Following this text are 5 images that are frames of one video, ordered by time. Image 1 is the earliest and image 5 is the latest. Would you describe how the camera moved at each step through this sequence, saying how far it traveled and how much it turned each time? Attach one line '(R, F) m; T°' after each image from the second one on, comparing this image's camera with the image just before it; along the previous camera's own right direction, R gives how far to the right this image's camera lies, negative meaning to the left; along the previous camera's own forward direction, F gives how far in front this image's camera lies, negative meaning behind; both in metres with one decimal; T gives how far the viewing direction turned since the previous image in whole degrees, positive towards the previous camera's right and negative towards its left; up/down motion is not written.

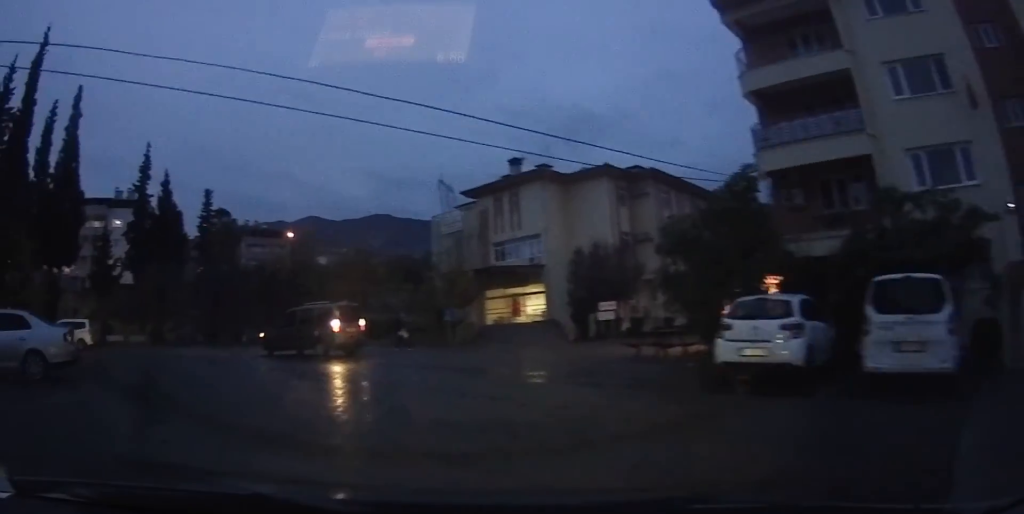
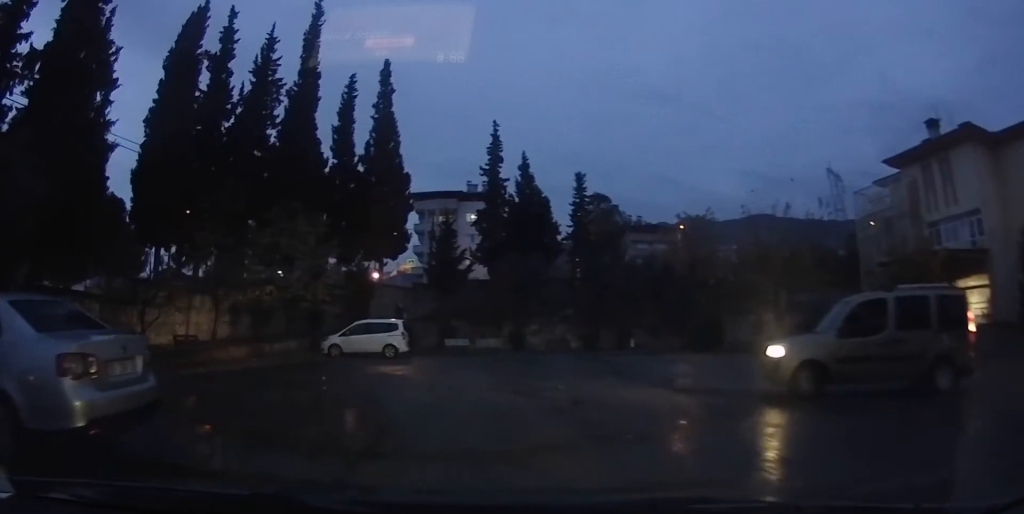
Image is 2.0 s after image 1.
(-2.8, +7.8) m; -33°
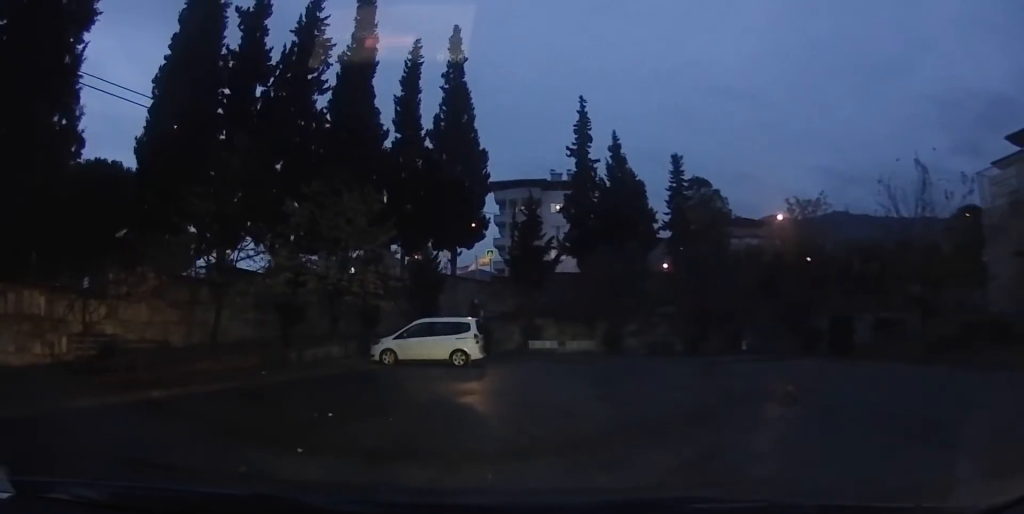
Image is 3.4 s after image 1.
(-0.5, +5.3) m; -7°
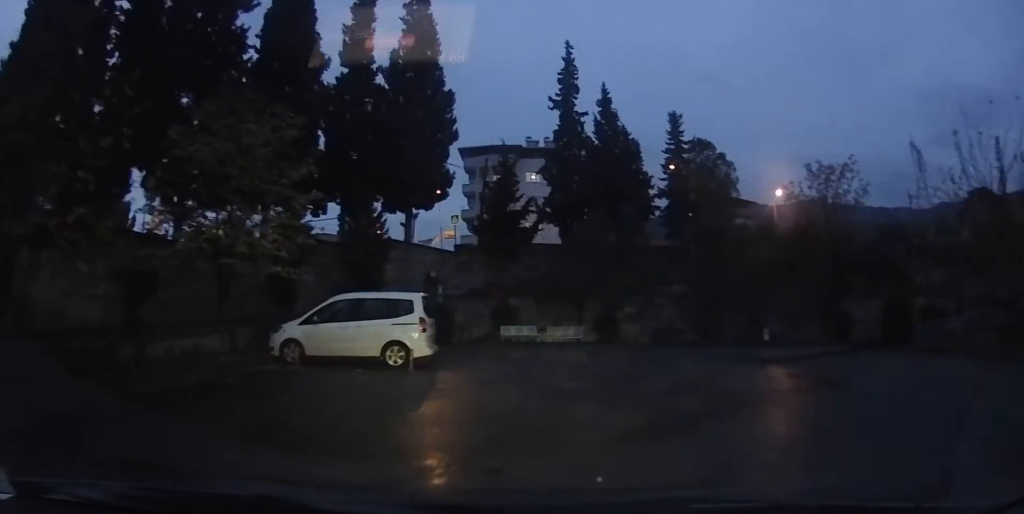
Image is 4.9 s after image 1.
(+0.6, +6.1) m; +23°
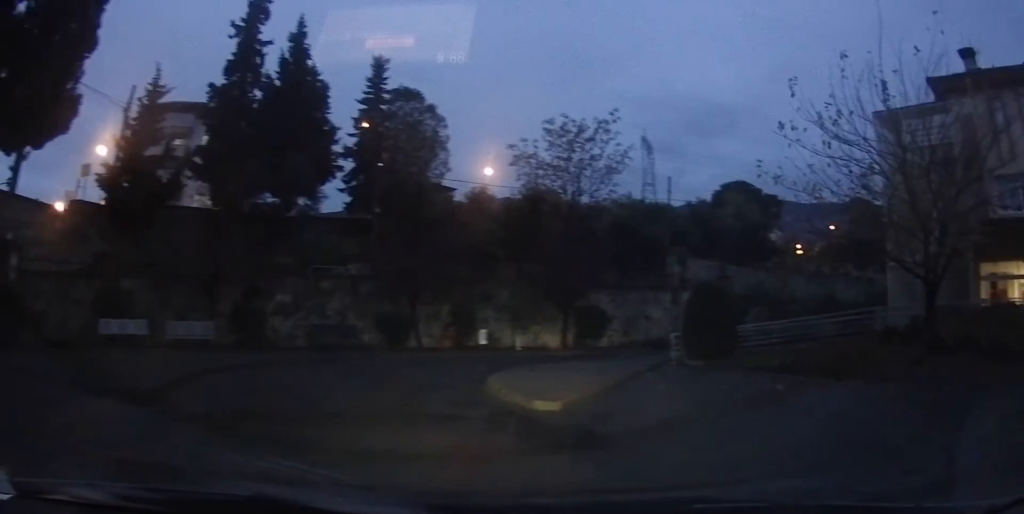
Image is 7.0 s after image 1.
(+2.2, +7.6) m; +20°
